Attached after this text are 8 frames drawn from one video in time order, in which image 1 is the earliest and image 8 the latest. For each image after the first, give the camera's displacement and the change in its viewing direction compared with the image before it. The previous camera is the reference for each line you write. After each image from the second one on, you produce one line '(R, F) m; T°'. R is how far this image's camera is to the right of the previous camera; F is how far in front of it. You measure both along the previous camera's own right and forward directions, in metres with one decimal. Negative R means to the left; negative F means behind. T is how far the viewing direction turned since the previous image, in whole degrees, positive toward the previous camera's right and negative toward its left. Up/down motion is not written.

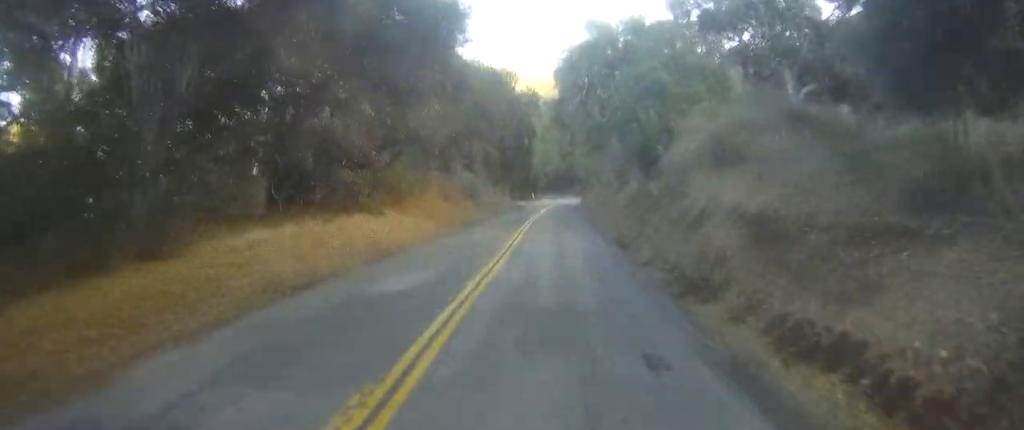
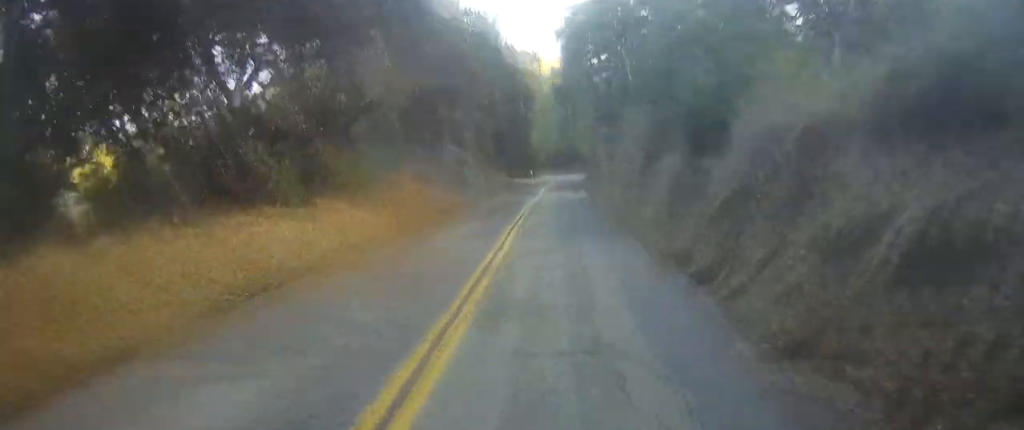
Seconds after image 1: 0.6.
(+0.1, +7.5) m; 0°
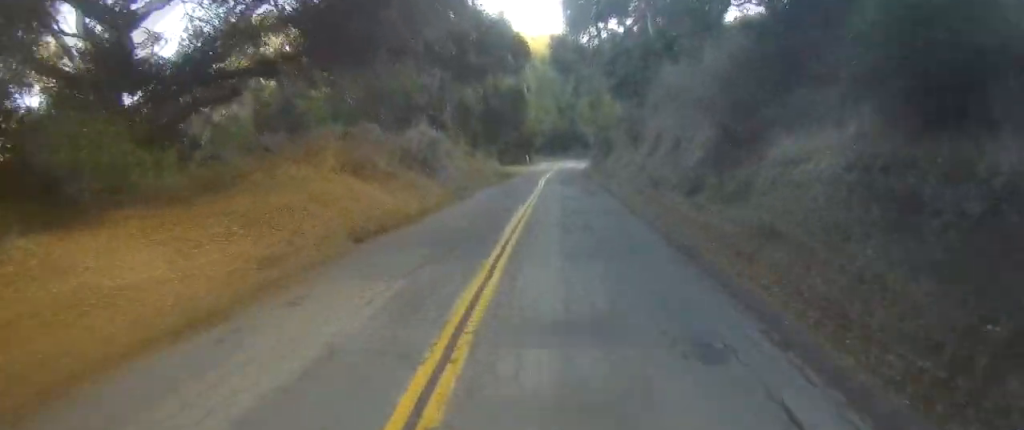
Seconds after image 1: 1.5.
(0.0, +10.6) m; +8°
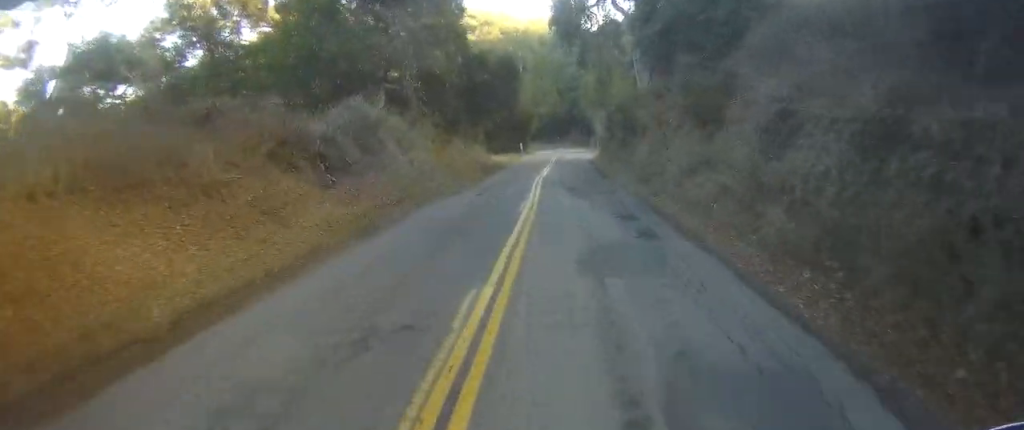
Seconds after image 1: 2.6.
(+1.8, +11.5) m; +5°
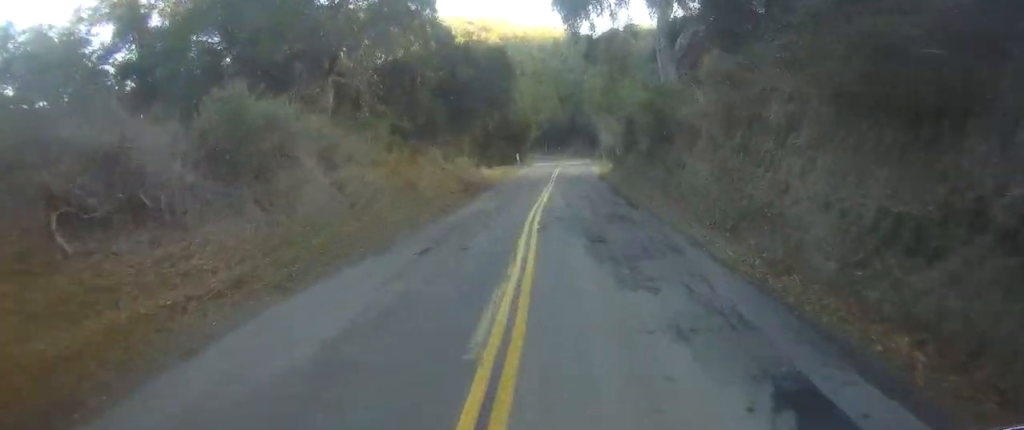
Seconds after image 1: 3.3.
(-0.7, +8.4) m; 0°
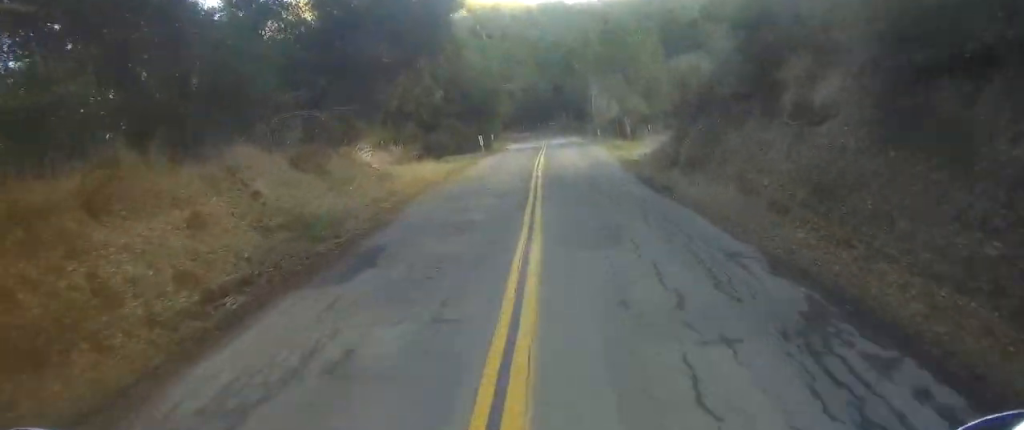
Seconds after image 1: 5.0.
(+1.1, +21.5) m; +3°
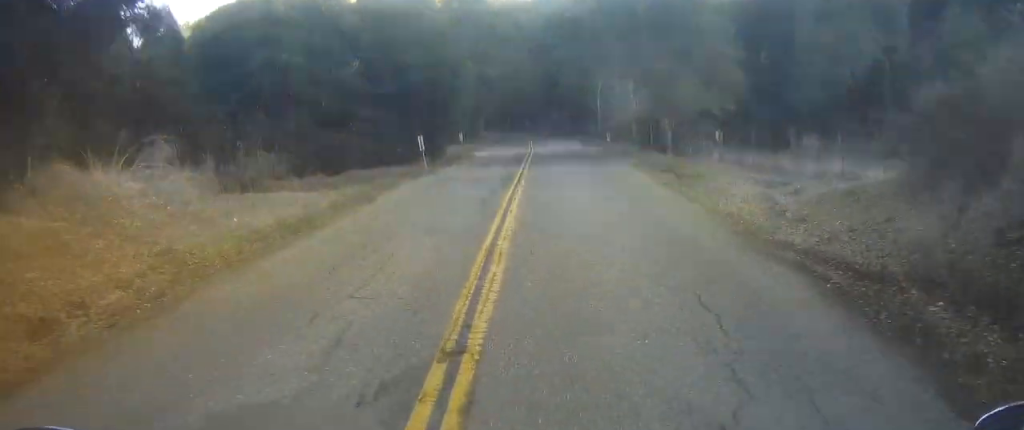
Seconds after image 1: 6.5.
(-0.6, +20.5) m; 0°
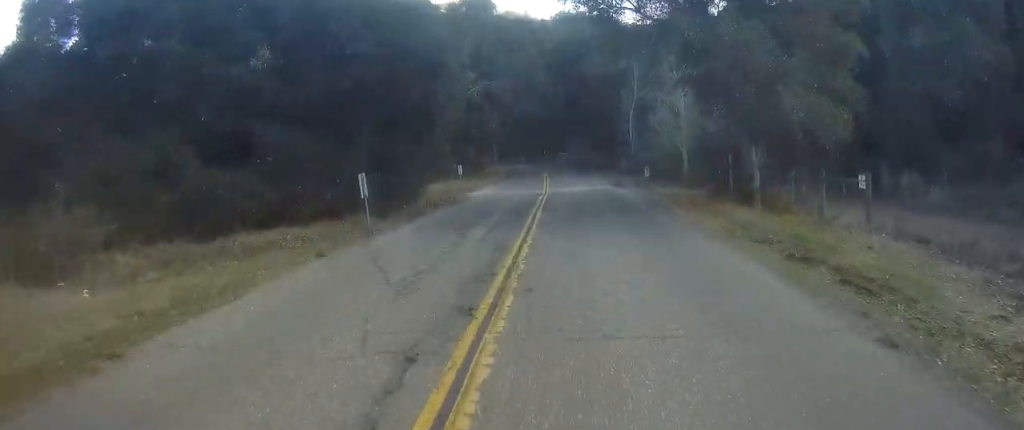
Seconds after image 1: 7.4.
(+0.6, +11.7) m; +5°
